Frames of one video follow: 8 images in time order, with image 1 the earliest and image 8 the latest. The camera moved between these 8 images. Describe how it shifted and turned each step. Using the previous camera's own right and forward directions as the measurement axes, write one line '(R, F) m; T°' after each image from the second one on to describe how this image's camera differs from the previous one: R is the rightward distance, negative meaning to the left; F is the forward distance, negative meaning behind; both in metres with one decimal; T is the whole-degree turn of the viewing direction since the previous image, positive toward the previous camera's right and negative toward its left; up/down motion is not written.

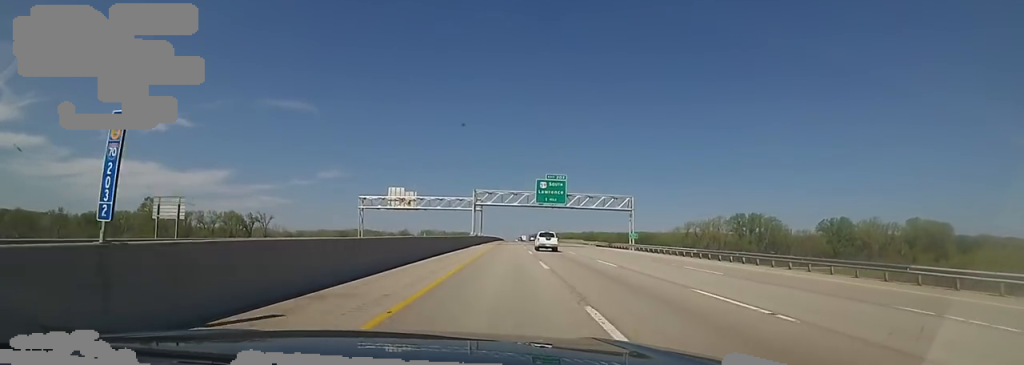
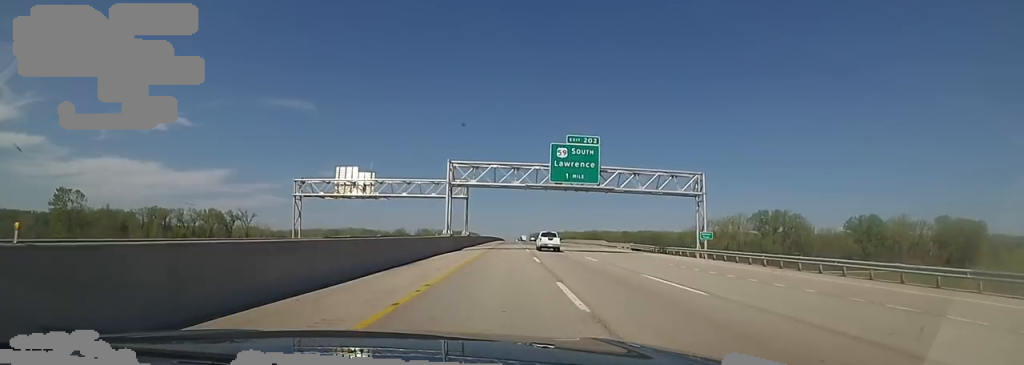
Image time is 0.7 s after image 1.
(+0.3, +25.8) m; 0°
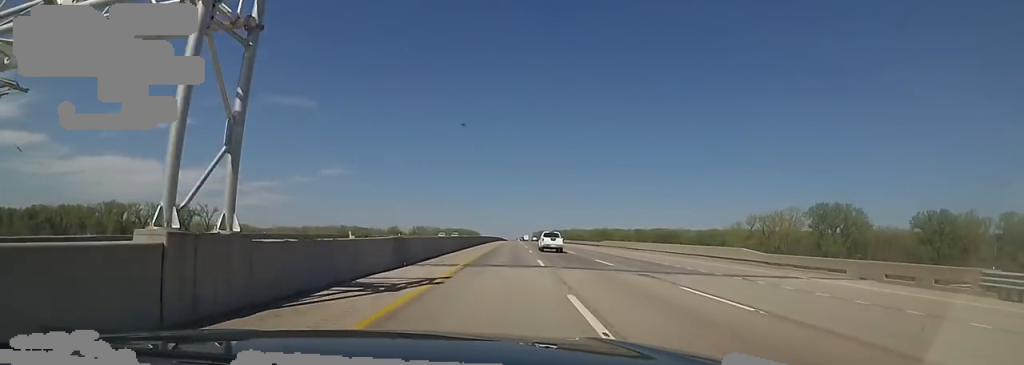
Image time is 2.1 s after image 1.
(-0.1, +48.1) m; 0°
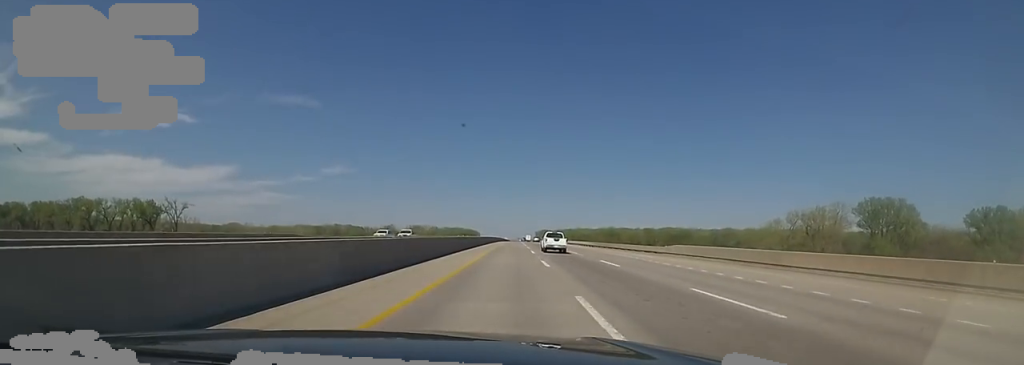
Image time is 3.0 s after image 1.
(+0.2, +30.6) m; 0°
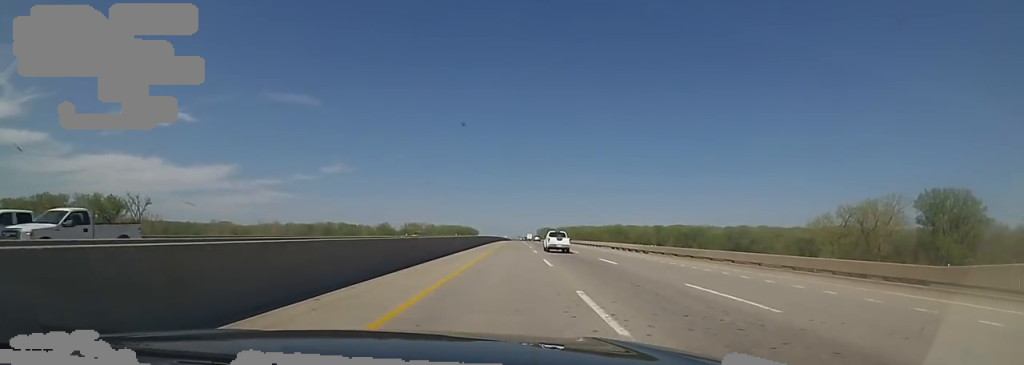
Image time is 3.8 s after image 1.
(-0.1, +29.5) m; 0°
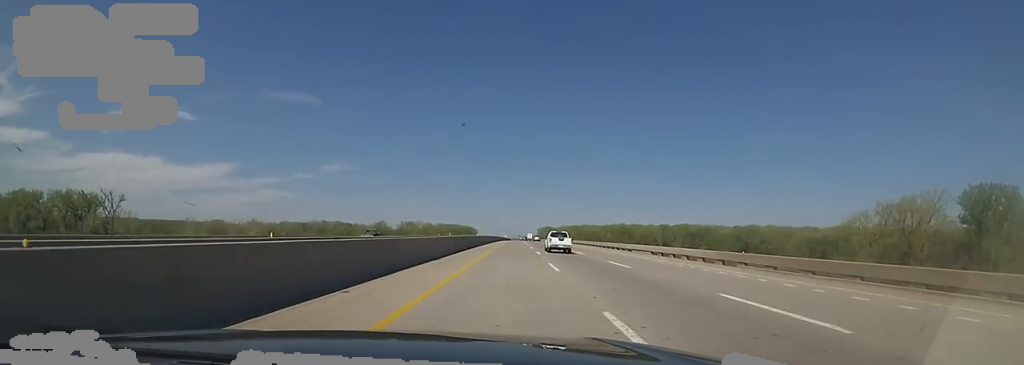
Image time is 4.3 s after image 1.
(0.0, +17.8) m; 0°
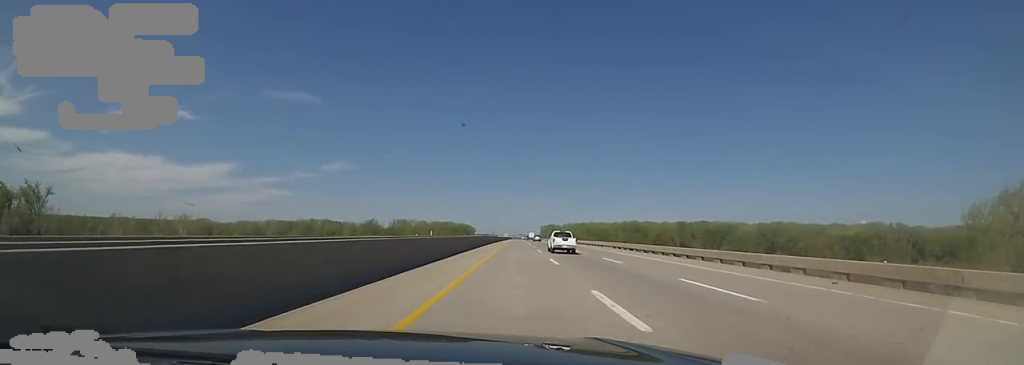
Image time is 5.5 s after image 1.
(+0.2, +41.6) m; 0°
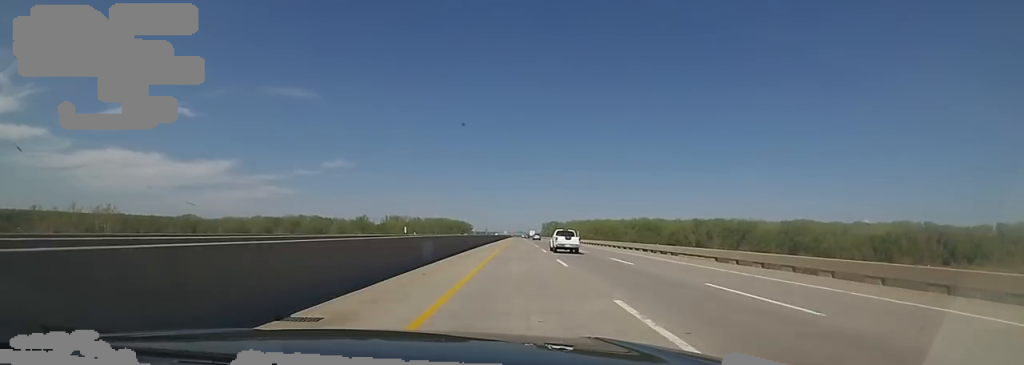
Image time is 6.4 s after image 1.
(0.0, +32.1) m; 0°
